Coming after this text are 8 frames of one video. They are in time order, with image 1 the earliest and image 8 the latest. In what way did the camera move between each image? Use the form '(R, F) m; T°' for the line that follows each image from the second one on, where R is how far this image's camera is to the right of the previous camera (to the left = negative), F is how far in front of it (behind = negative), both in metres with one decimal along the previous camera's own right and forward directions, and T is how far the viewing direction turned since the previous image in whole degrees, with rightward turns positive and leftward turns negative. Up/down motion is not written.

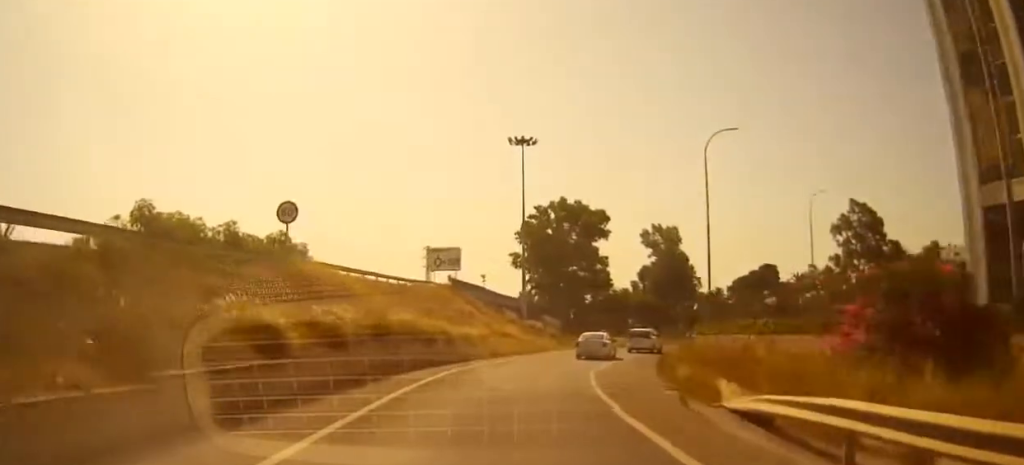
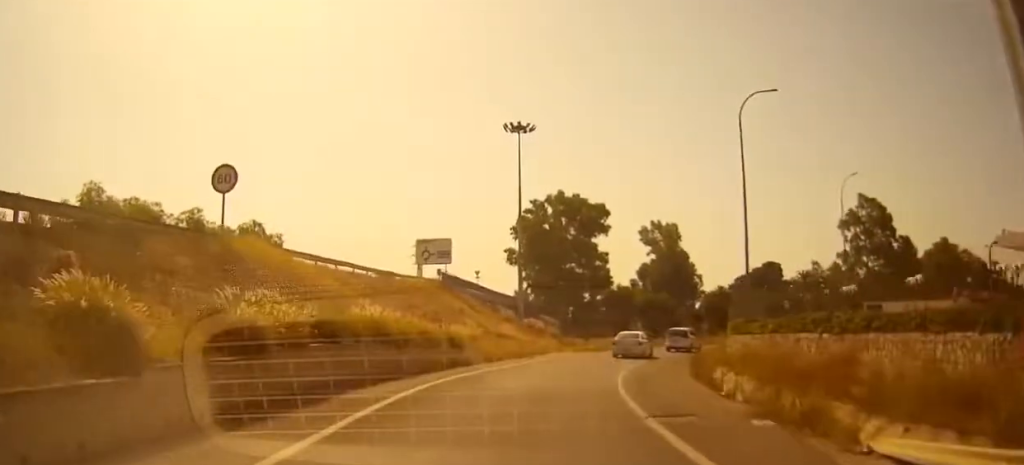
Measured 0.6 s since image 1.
(0.0, +6.6) m; +1°
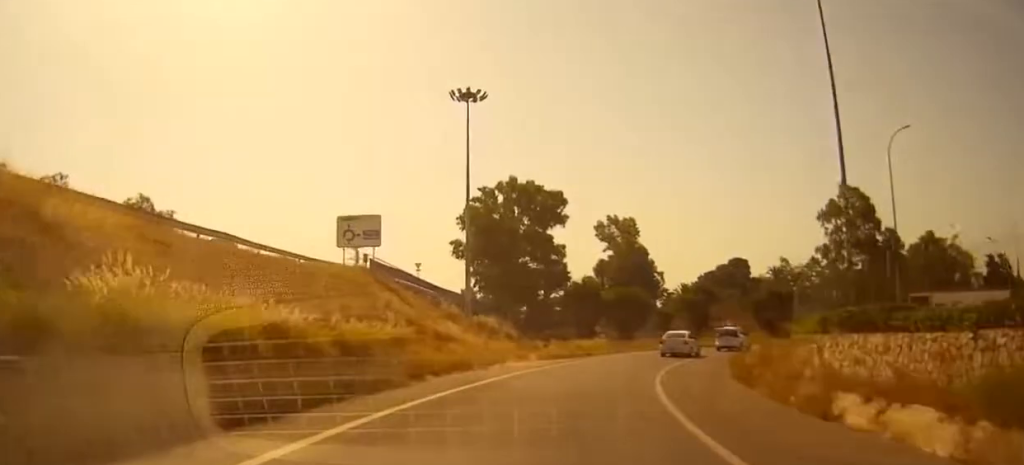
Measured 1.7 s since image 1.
(+0.6, +13.3) m; +6°
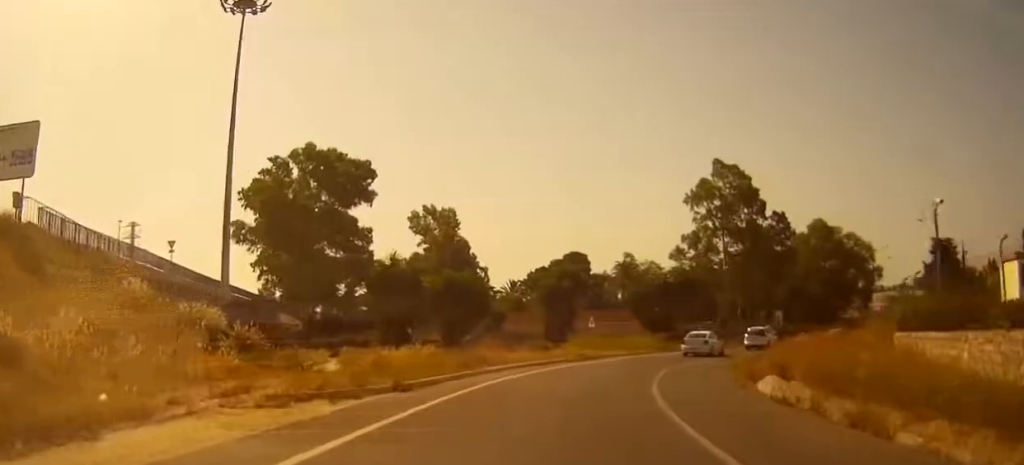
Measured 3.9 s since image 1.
(+2.6, +24.3) m; +12°
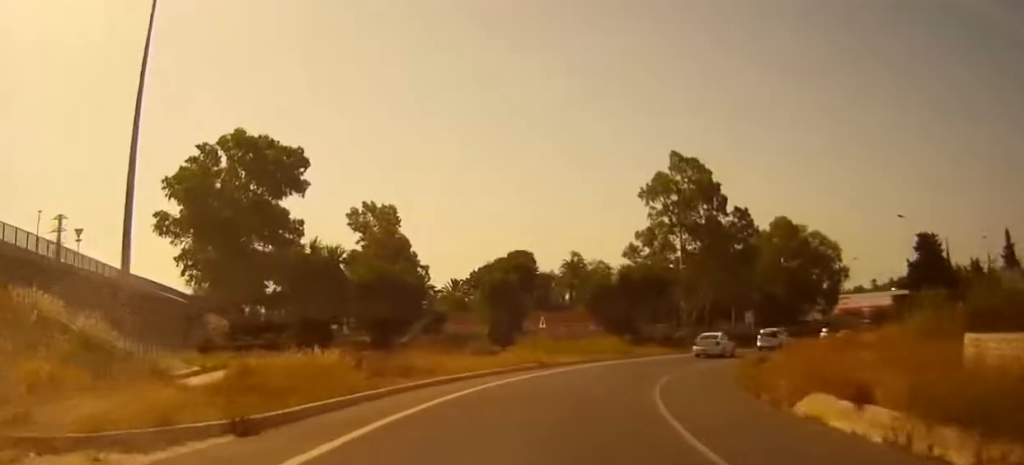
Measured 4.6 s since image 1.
(+0.2, +7.5) m; +4°
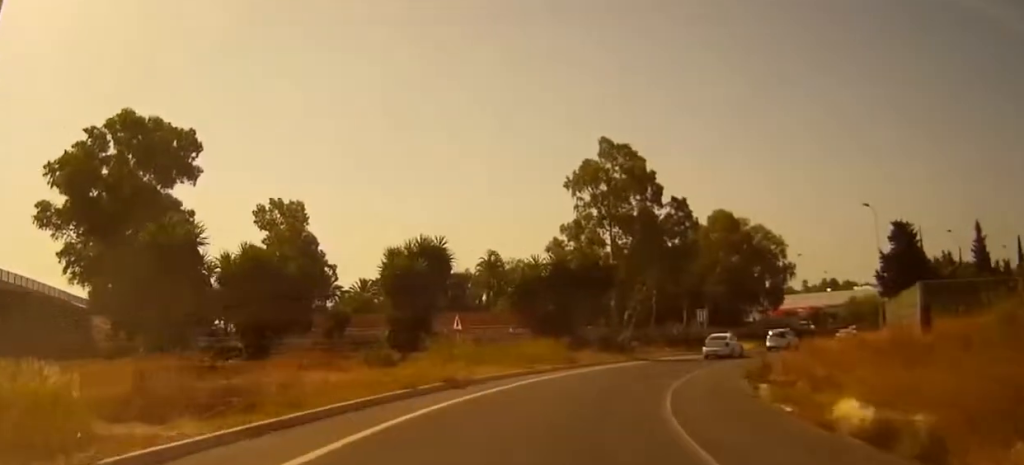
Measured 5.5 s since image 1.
(+0.4, +10.2) m; +7°
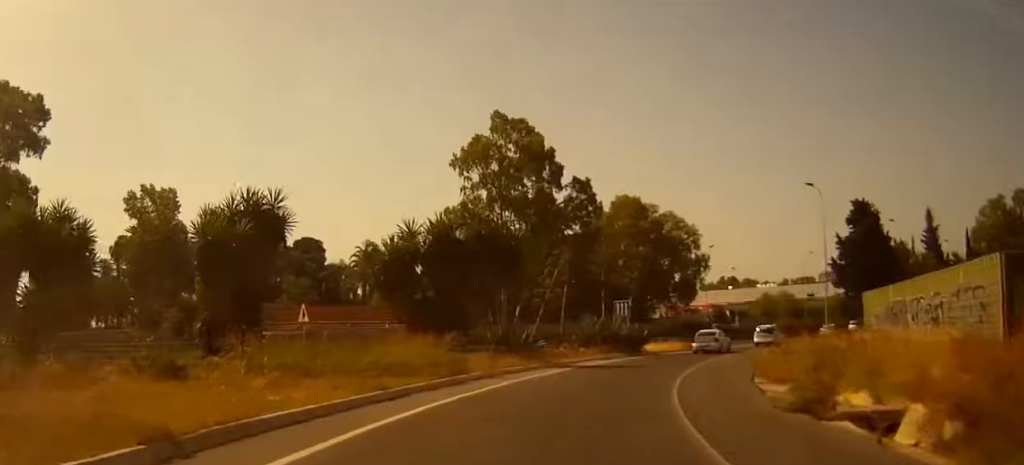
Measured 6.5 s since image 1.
(+1.0, +12.1) m; +8°
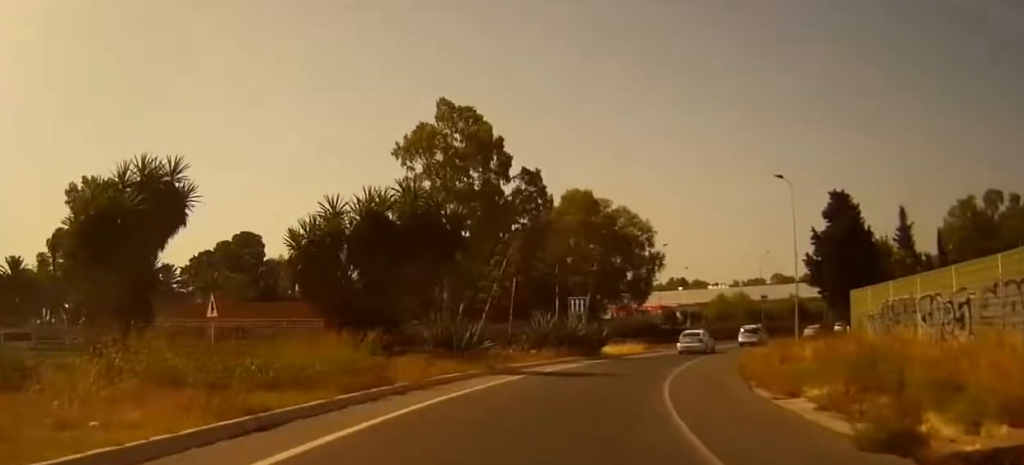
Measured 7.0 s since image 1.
(+0.2, +4.8) m; +3°
